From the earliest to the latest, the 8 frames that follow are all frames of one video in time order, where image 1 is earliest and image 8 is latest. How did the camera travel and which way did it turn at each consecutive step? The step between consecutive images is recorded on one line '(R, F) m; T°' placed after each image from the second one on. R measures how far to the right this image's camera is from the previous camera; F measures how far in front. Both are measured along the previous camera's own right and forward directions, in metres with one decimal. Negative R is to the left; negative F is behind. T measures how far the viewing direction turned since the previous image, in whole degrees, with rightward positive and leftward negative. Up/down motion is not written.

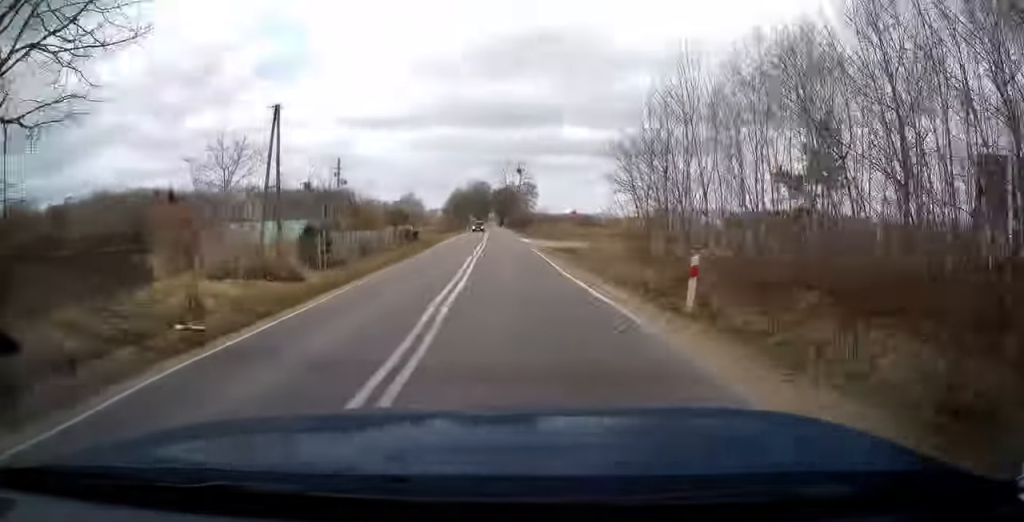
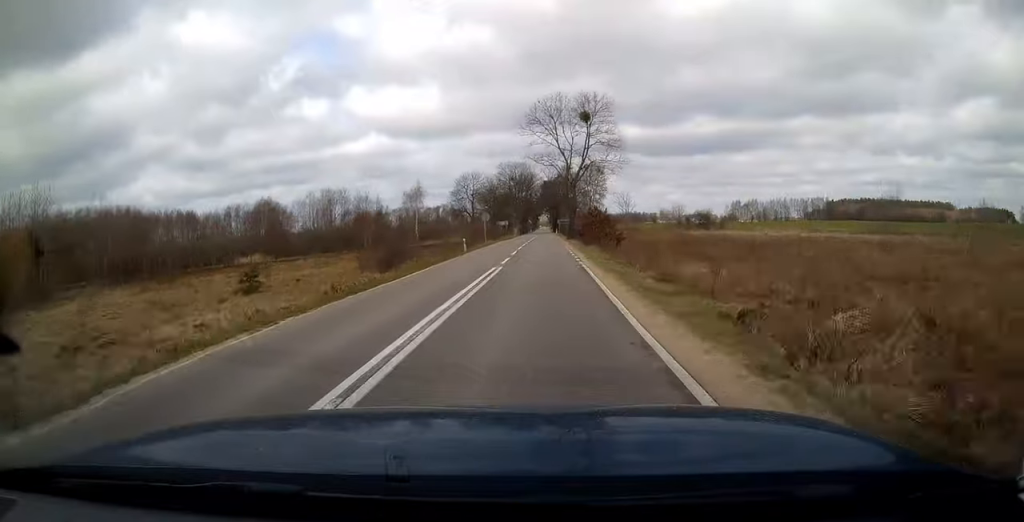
(-6.3, +69.2) m; -6°
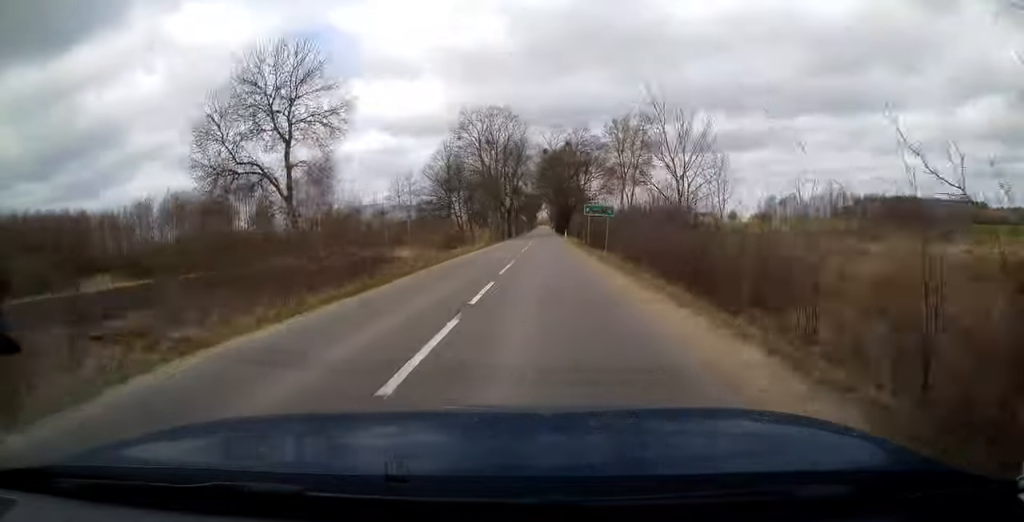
(-0.5, +59.1) m; -1°
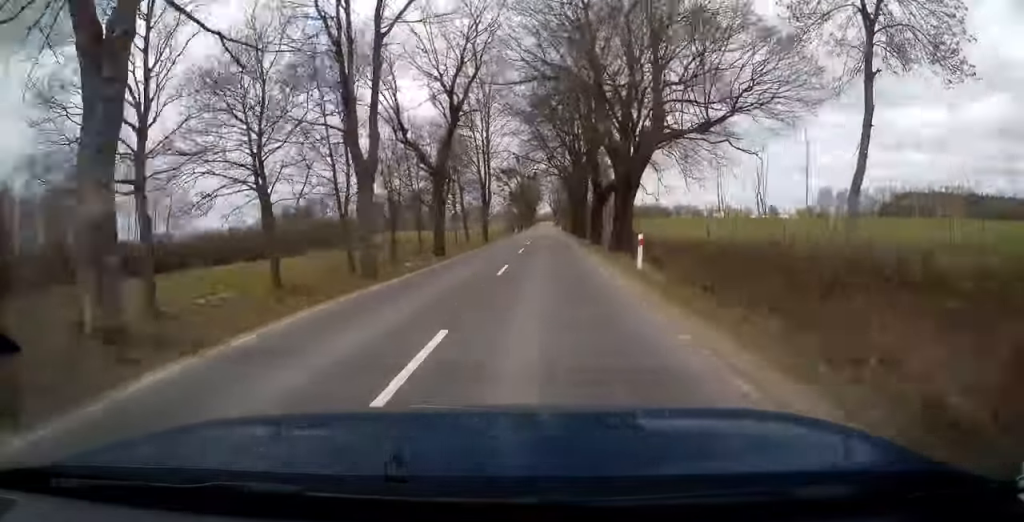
(0.0, +61.6) m; 0°
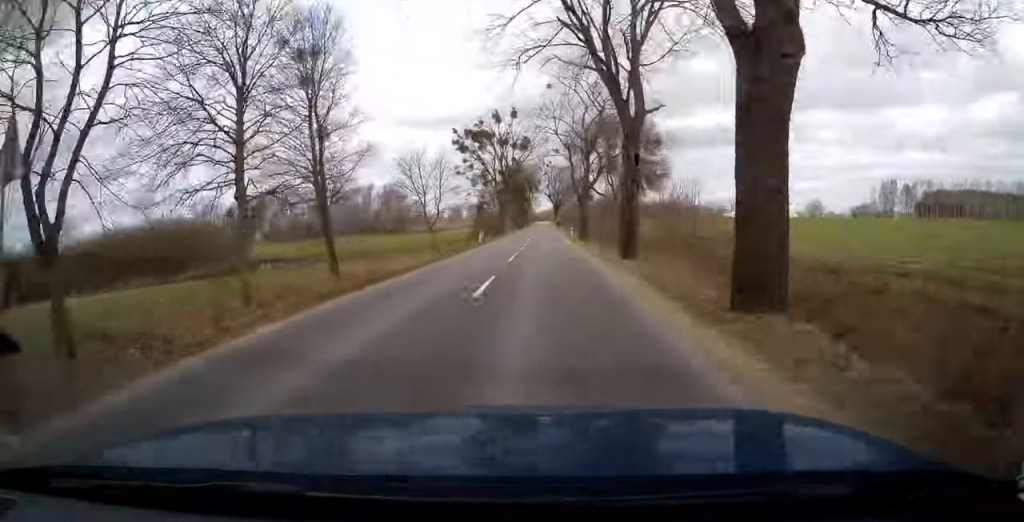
(-0.1, +53.2) m; 0°
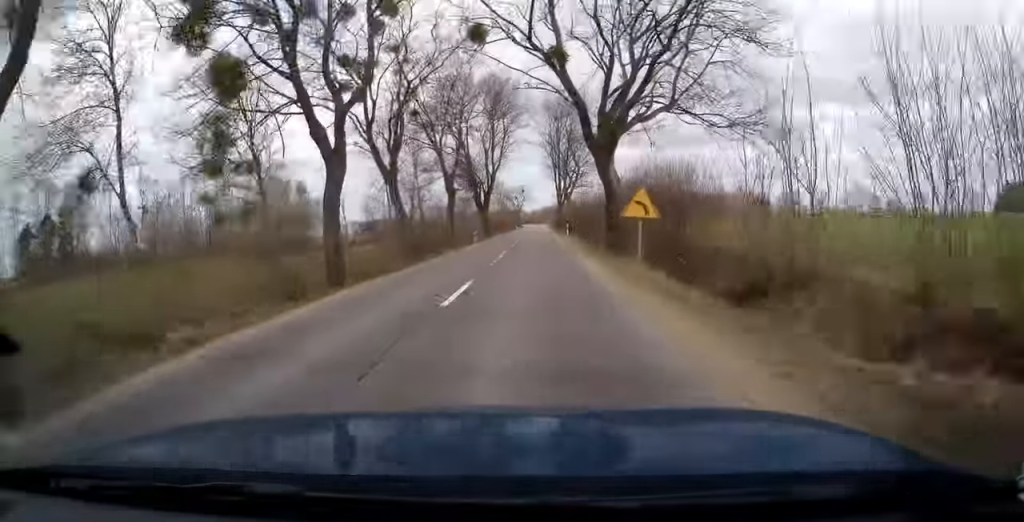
(+0.7, +111.5) m; +1°
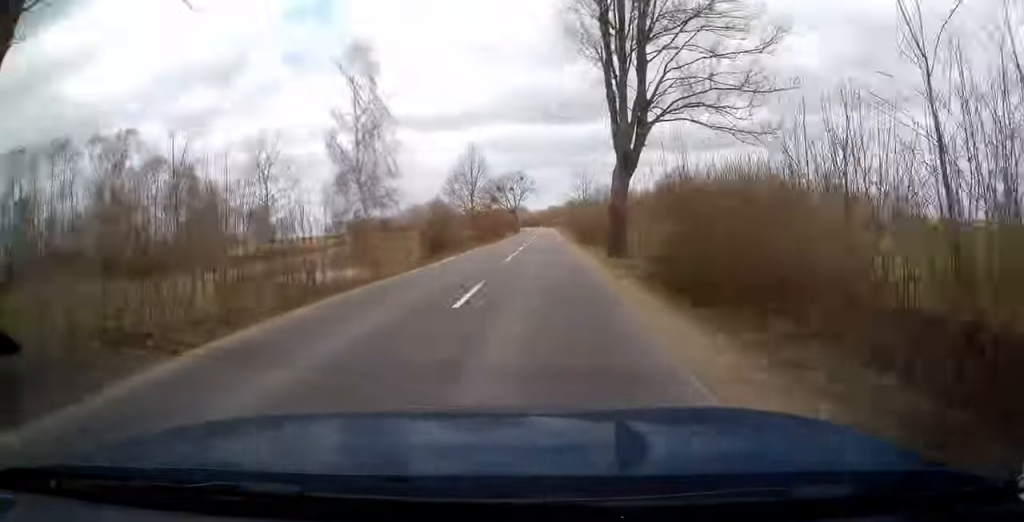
(-0.1, +60.9) m; 0°
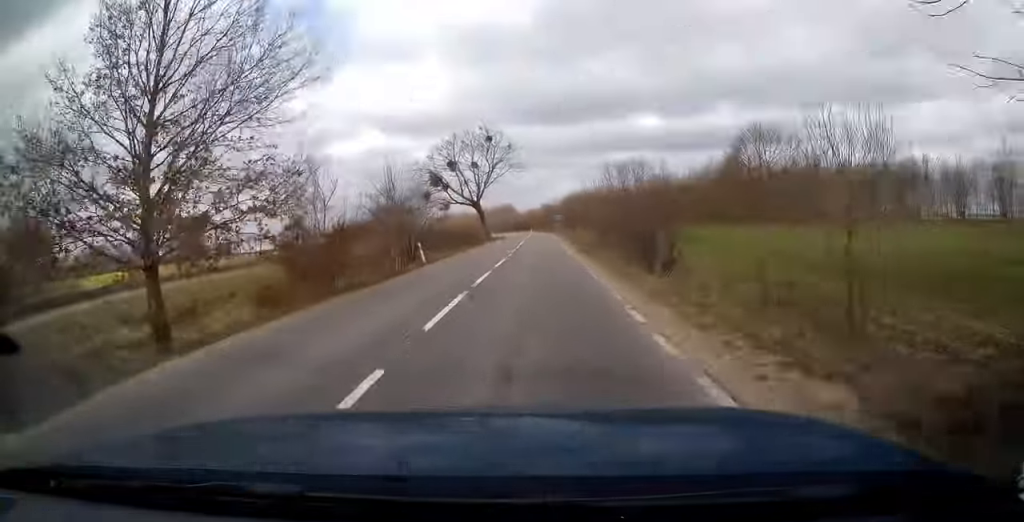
(+0.1, +58.7) m; -1°
